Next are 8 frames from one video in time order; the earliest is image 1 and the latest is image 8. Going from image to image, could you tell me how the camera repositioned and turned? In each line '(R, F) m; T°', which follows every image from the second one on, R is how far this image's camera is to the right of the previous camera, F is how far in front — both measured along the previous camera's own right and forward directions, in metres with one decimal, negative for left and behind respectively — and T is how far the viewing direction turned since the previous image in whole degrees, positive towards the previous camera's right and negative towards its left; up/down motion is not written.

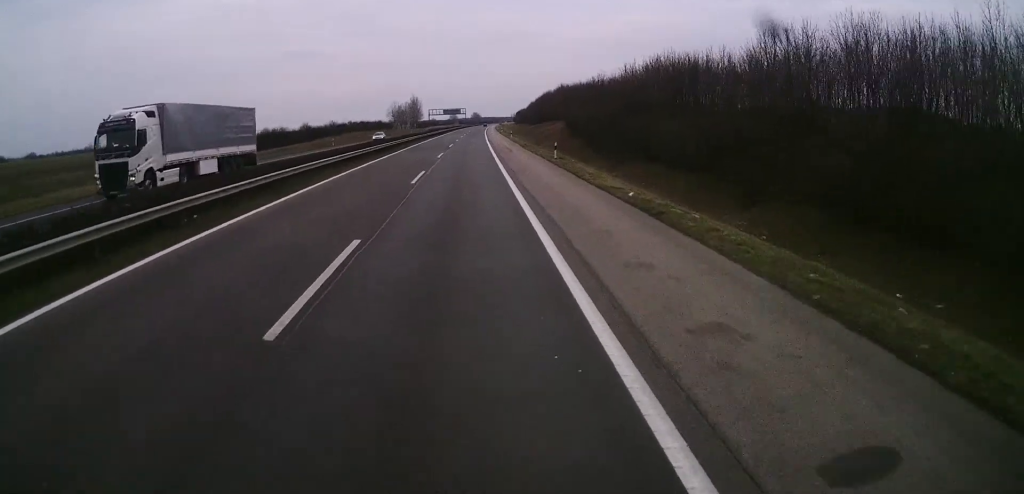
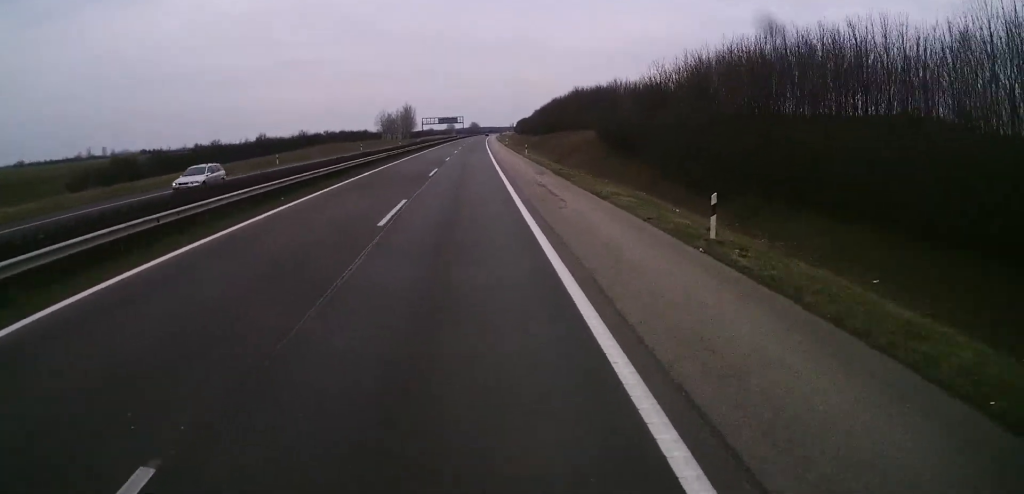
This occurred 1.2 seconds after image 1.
(-0.3, +26.7) m; 0°
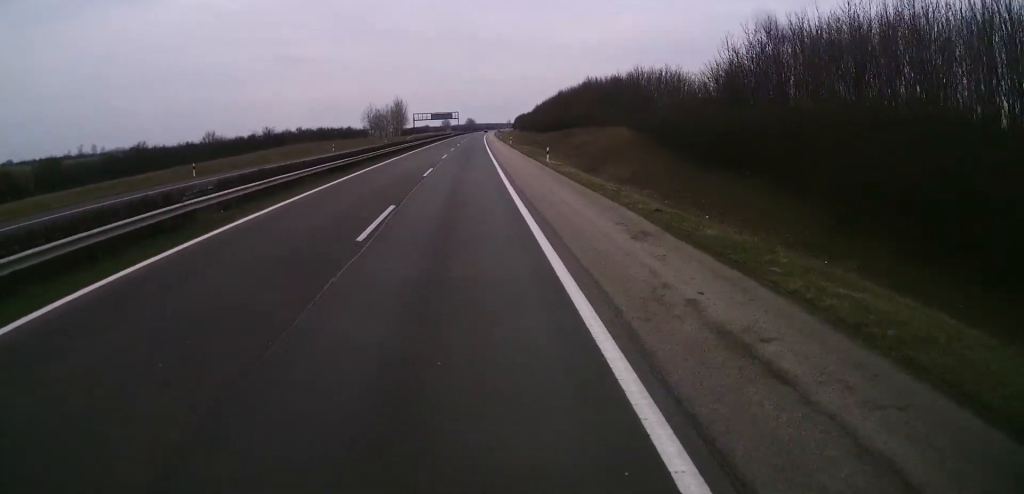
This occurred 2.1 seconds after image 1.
(+0.3, +20.6) m; 0°
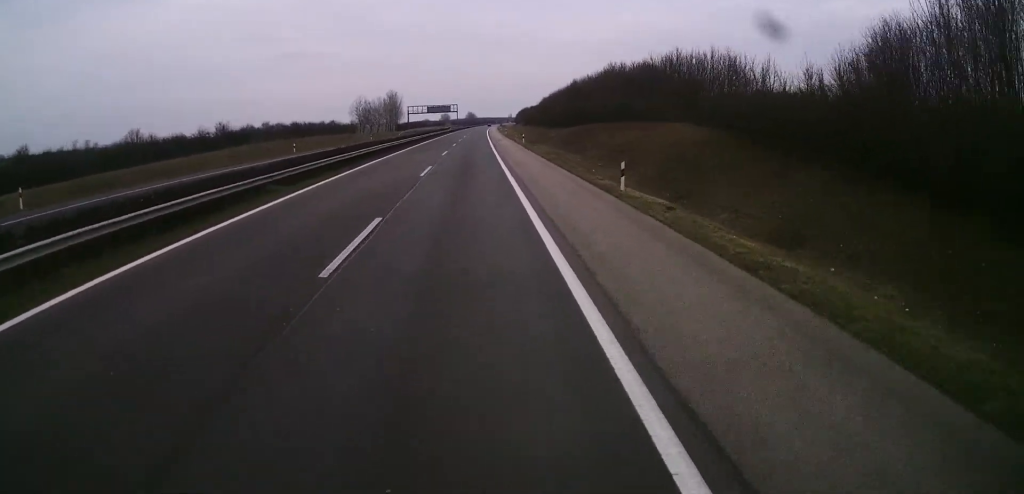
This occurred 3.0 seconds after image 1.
(-0.4, +21.4) m; 0°
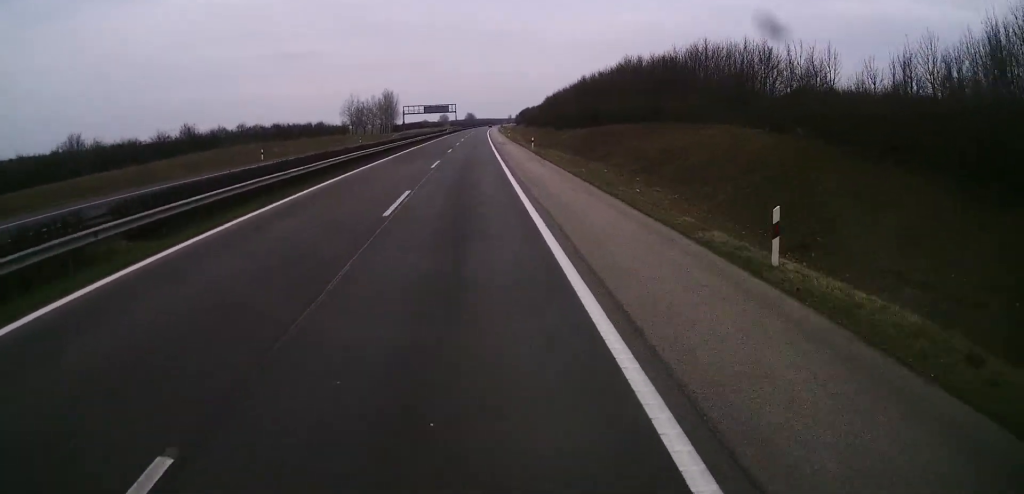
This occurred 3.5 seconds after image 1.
(+0.2, +11.4) m; 0°
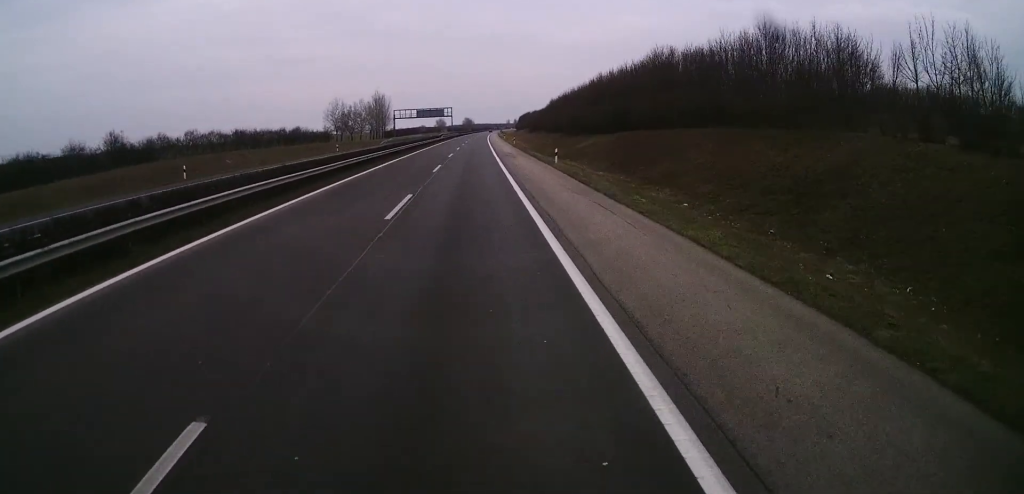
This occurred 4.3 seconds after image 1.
(0.0, +17.6) m; 0°
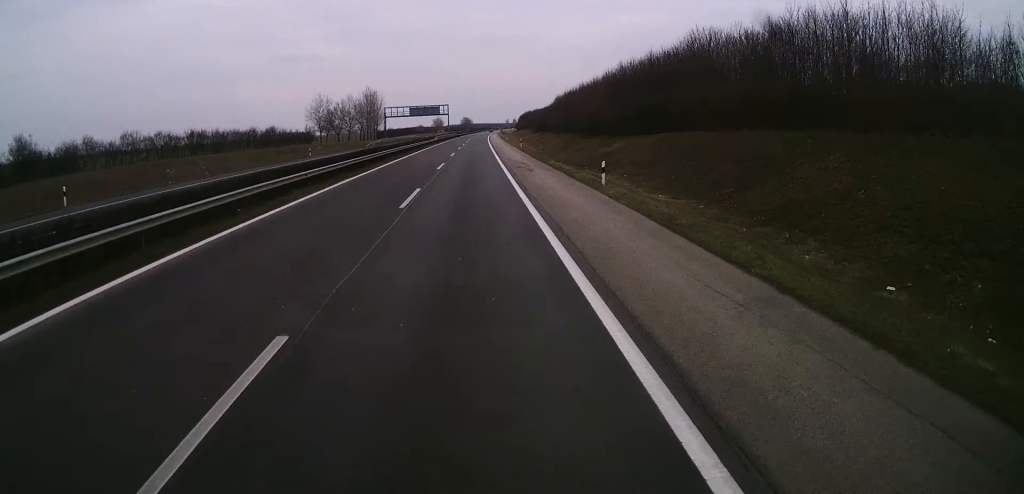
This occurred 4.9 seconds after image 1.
(-0.3, +15.2) m; 0°
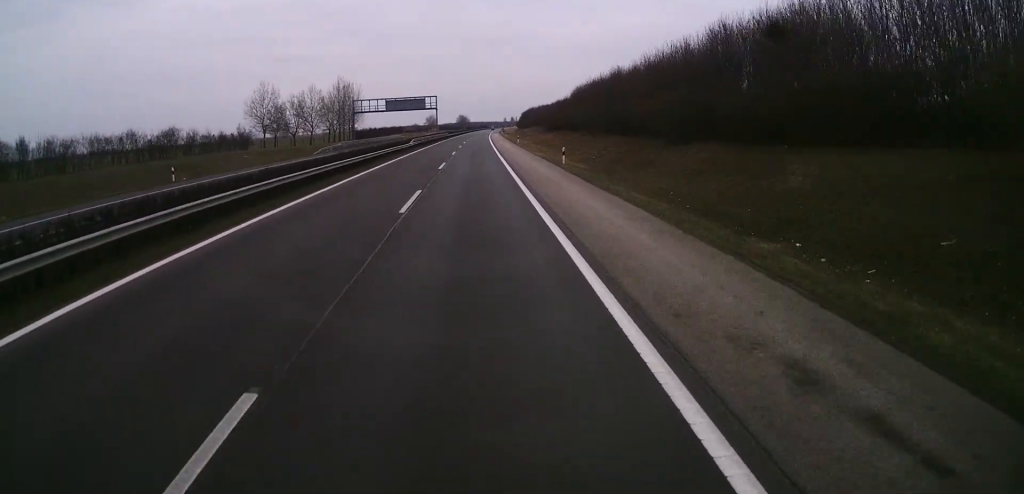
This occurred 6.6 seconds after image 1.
(+0.1, +37.4) m; 0°
